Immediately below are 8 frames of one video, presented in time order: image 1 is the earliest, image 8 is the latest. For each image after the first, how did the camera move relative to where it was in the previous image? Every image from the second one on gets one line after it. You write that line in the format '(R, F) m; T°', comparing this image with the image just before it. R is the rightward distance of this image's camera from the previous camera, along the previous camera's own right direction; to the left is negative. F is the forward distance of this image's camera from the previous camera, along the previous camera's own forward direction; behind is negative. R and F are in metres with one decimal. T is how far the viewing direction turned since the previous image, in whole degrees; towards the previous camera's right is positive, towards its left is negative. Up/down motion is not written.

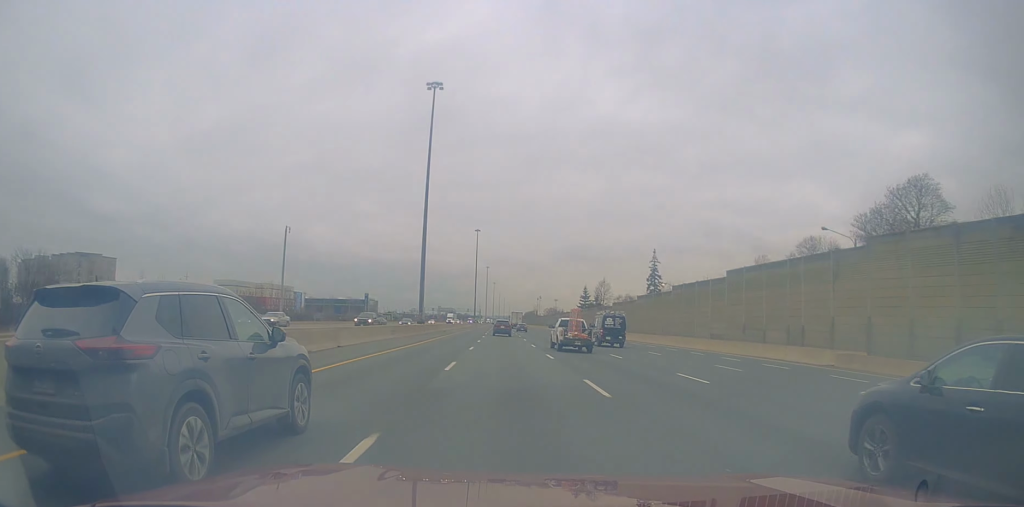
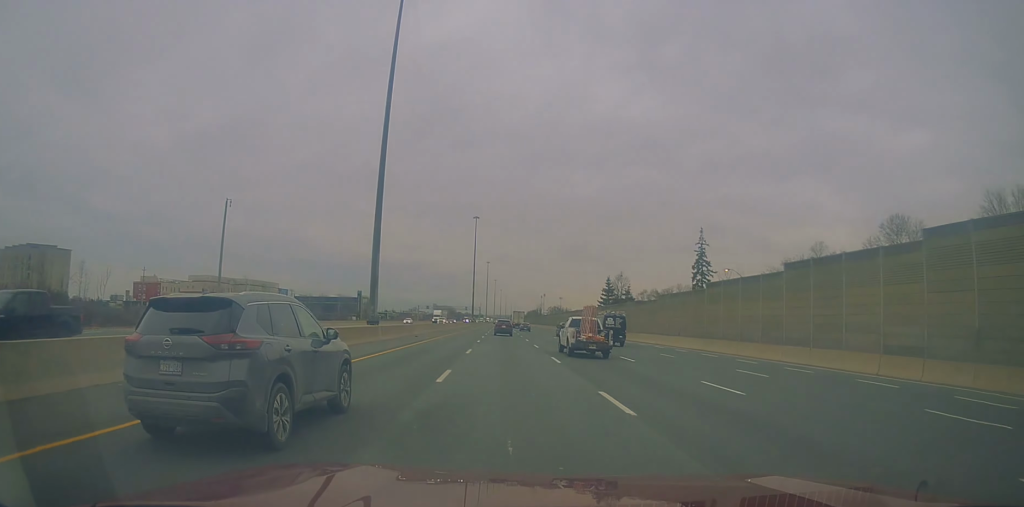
(0.0, +26.8) m; -1°
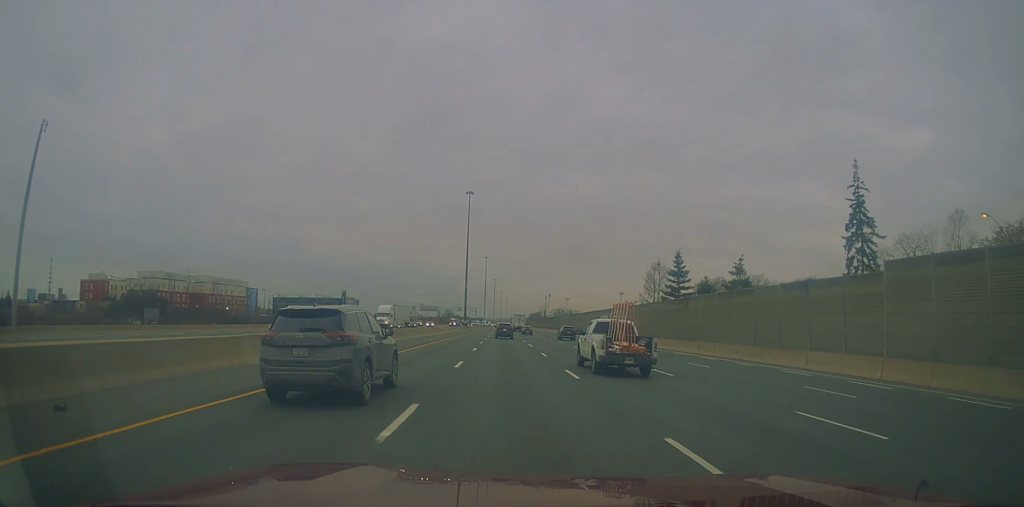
(-0.5, +42.4) m; 0°
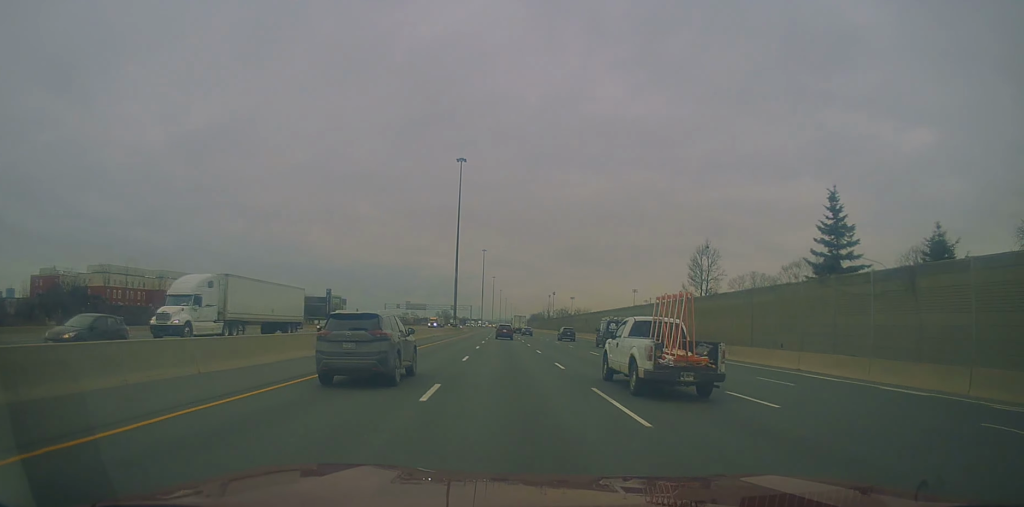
(+0.4, +32.6) m; 0°
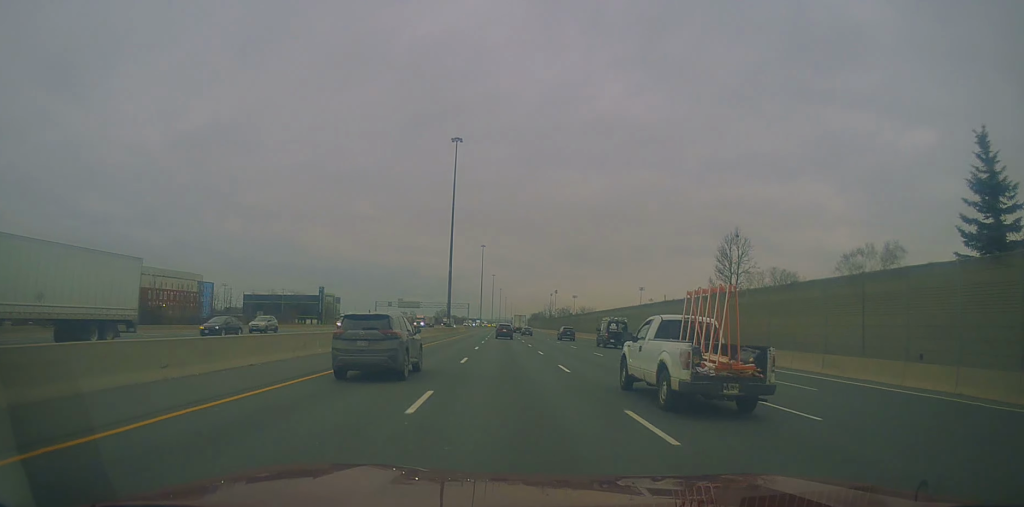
(-0.2, +13.7) m; 0°
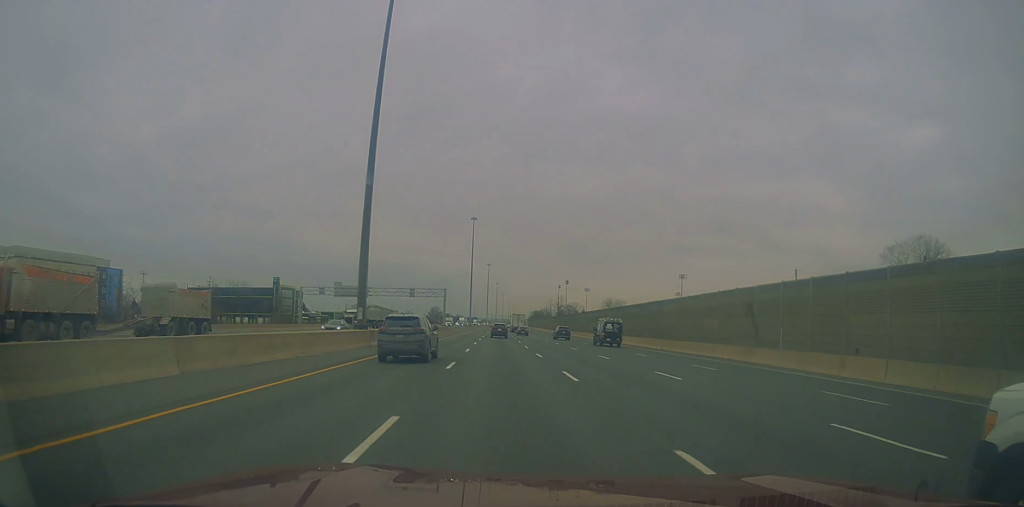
(+0.1, +64.5) m; +1°
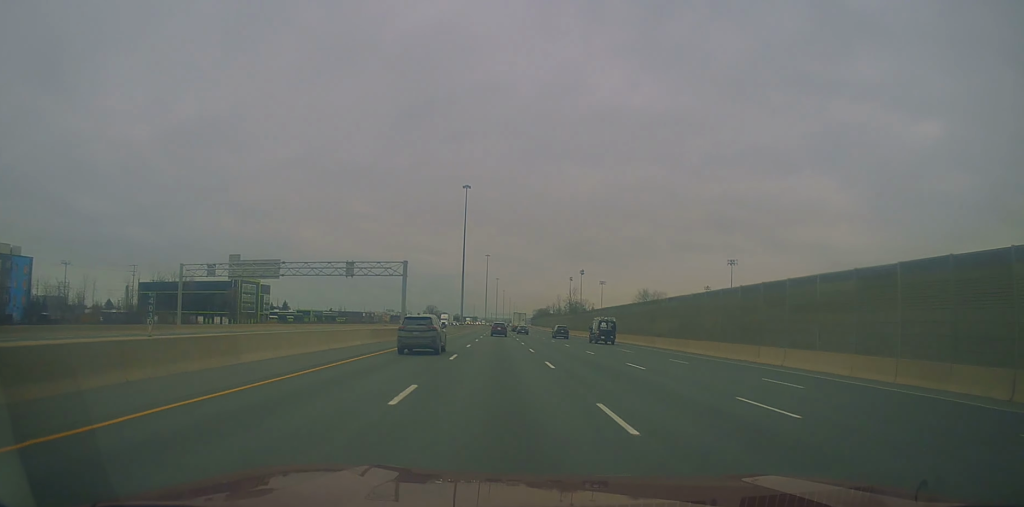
(+0.8, +44.8) m; +1°
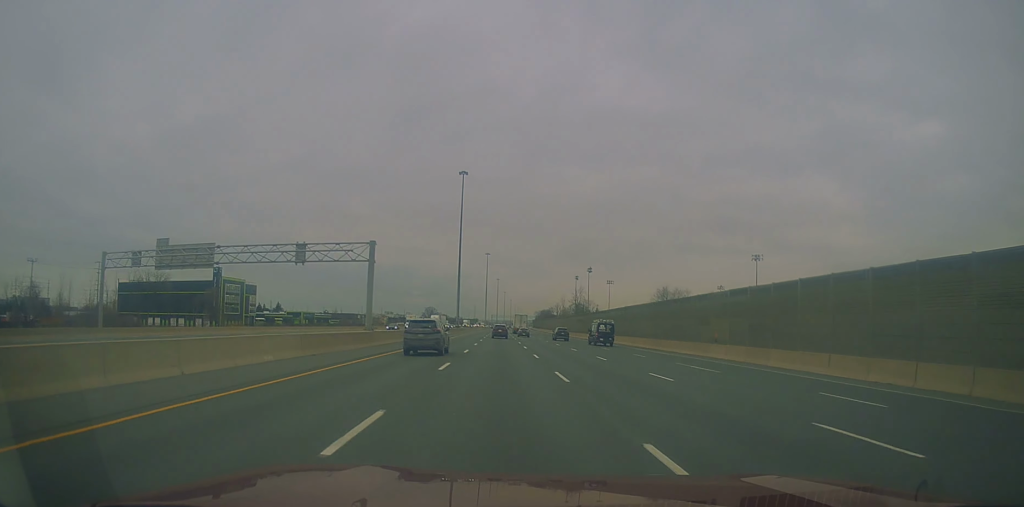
(-0.3, +16.1) m; 0°
